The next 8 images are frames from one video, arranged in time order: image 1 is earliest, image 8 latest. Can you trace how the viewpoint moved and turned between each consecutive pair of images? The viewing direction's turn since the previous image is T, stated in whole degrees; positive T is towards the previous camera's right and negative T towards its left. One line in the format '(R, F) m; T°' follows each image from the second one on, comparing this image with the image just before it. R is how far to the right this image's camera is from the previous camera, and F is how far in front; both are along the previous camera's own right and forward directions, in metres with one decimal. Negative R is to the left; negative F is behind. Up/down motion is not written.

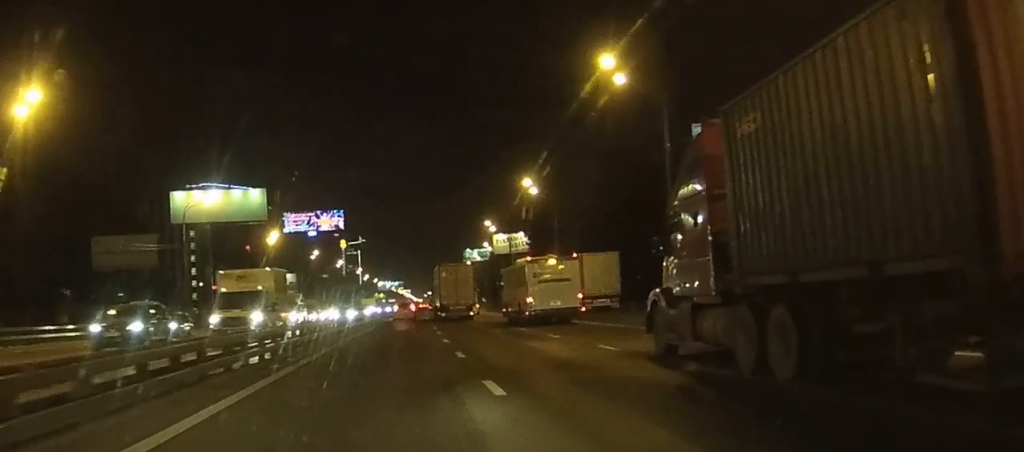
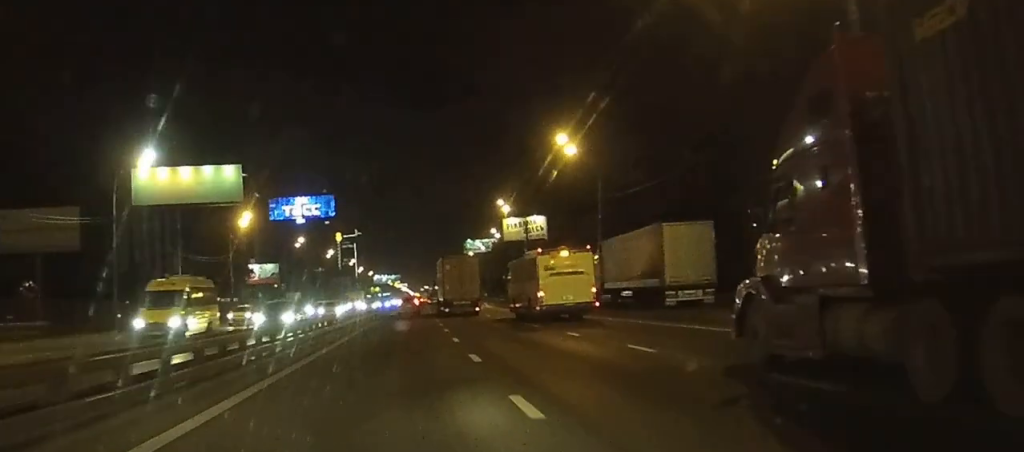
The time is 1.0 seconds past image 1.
(-0.4, +18.2) m; -1°
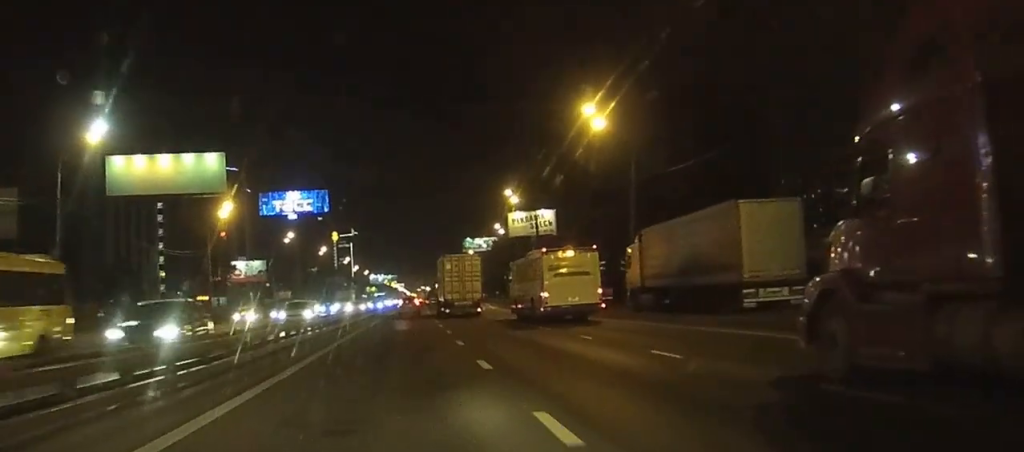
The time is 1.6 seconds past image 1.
(-0.1, +9.4) m; 0°
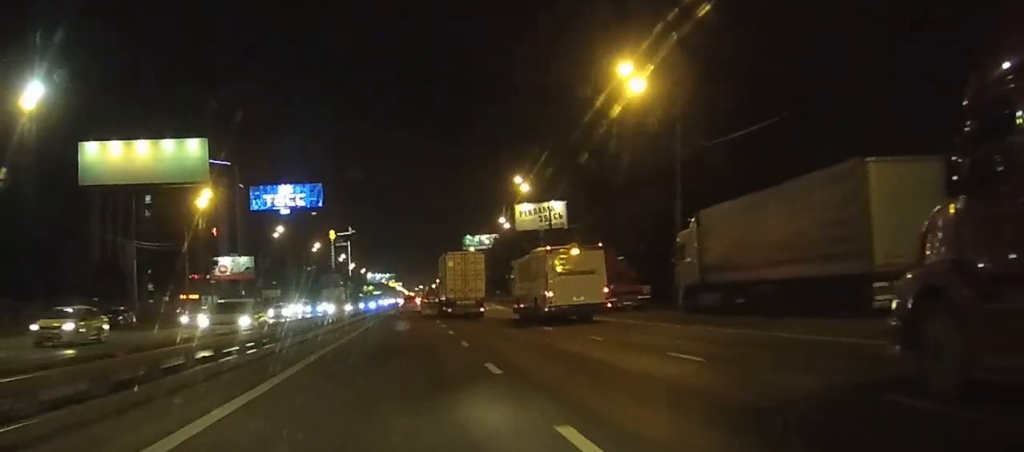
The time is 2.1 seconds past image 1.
(+0.1, +8.8) m; 0°
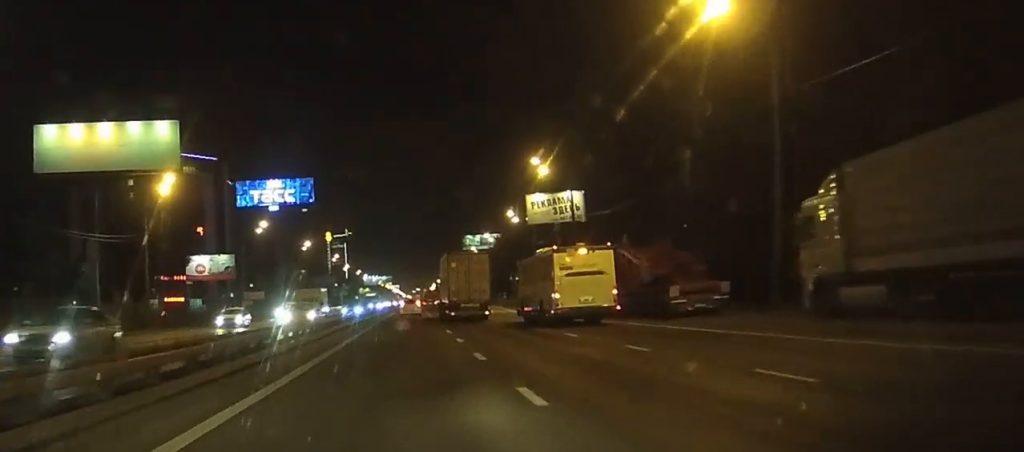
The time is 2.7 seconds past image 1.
(+0.1, +11.7) m; +1°
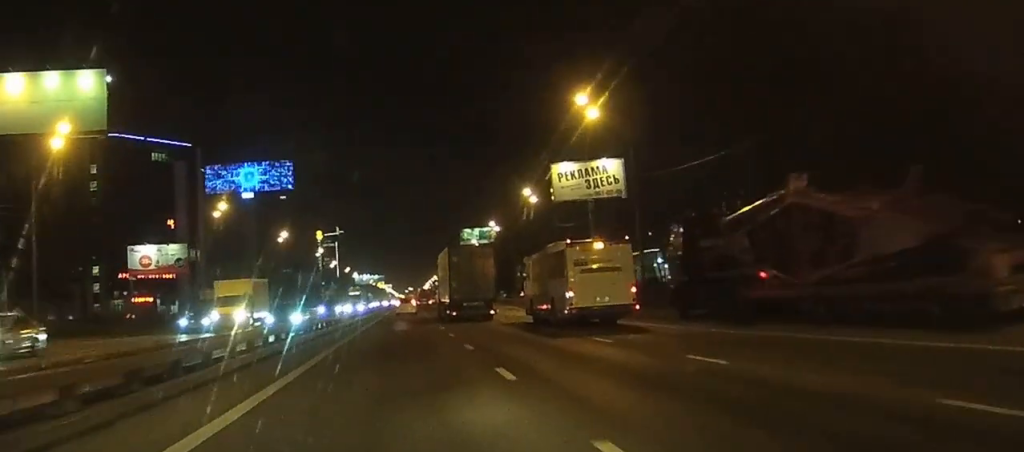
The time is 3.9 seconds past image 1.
(0.0, +20.1) m; +1°
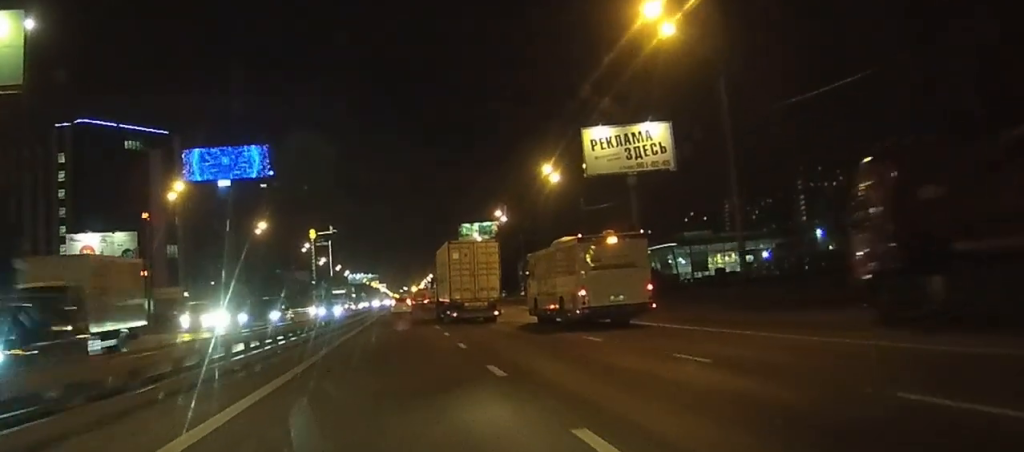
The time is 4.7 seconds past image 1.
(-0.1, +14.9) m; +4°
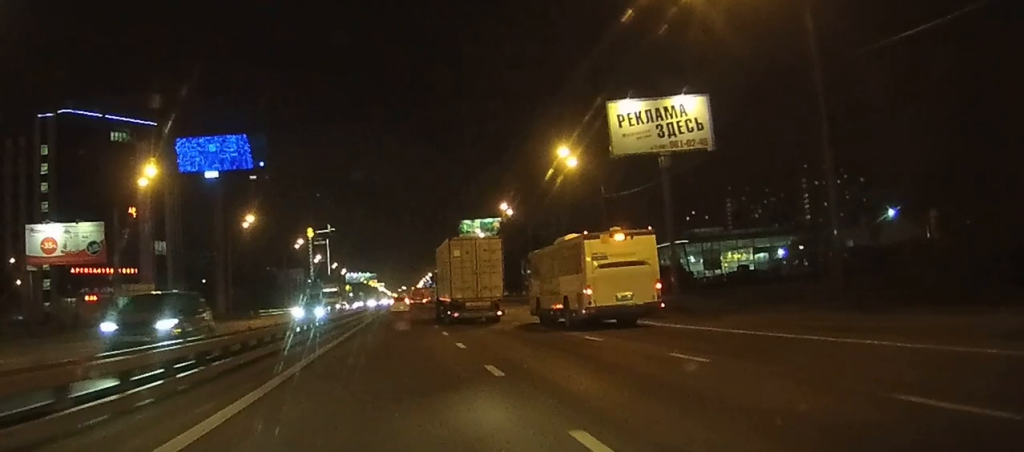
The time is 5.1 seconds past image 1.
(+0.6, +7.8) m; +1°
